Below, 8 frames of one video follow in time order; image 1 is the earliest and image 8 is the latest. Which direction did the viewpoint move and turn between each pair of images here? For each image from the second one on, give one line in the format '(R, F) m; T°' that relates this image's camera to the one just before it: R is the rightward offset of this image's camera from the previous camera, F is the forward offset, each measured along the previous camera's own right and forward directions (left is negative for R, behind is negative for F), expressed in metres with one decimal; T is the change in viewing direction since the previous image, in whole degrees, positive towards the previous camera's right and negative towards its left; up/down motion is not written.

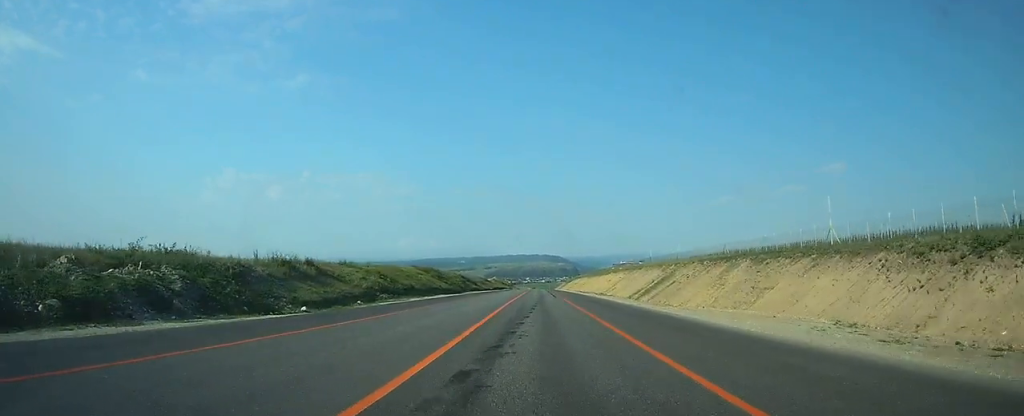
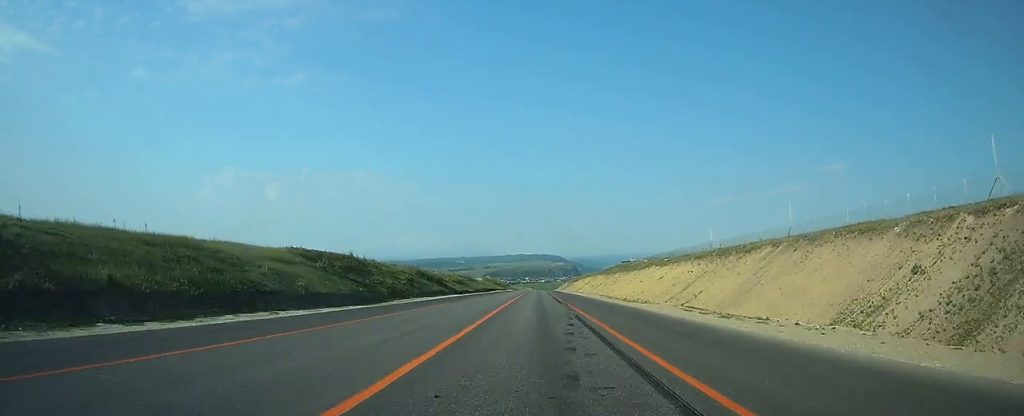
(-0.1, +47.7) m; 0°
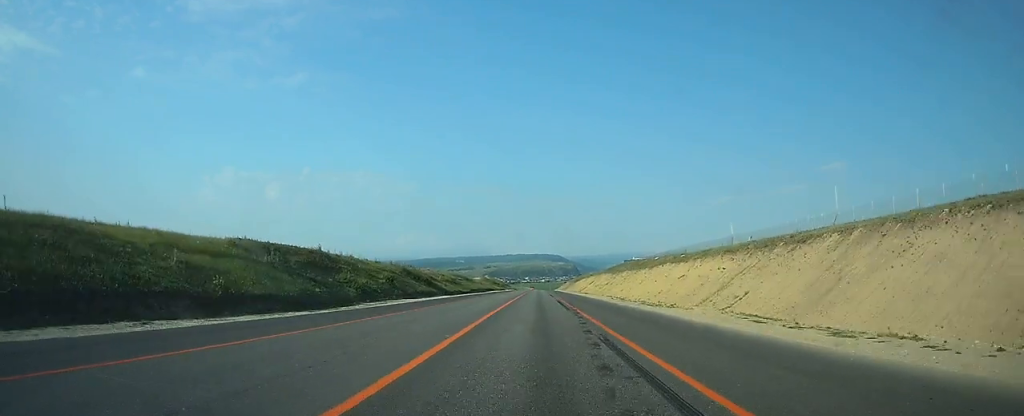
(0.0, +9.4) m; 0°
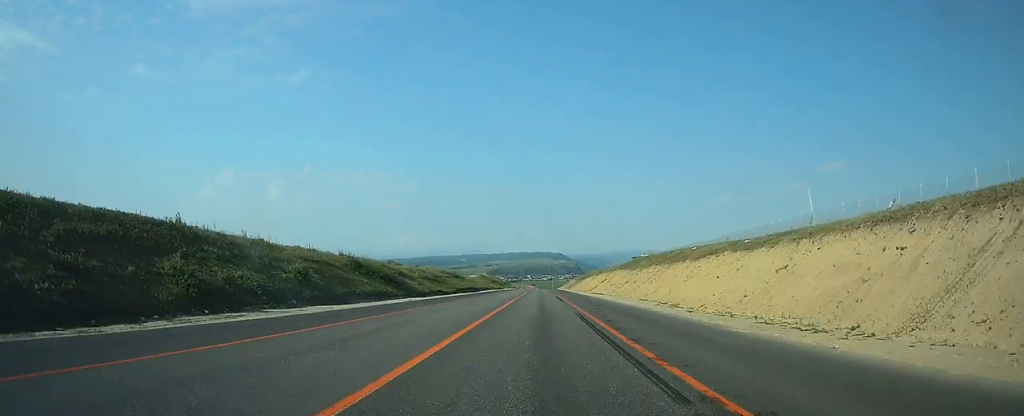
(0.0, +23.0) m; 0°
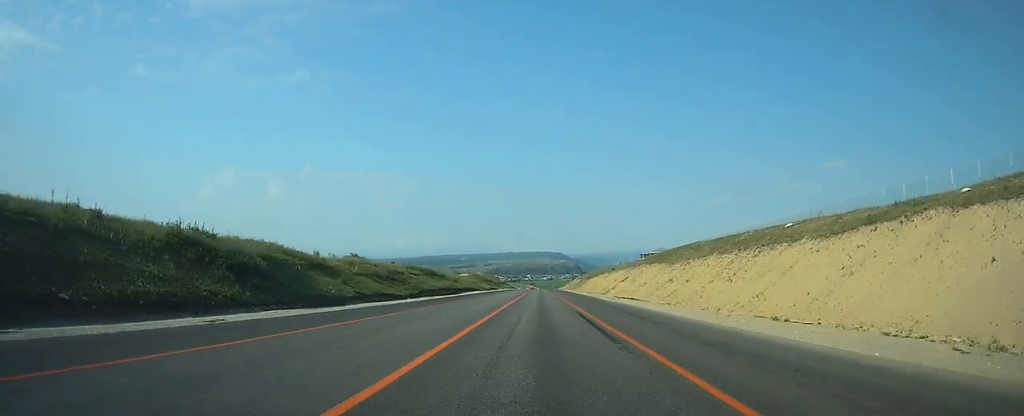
(-0.2, +29.2) m; 0°
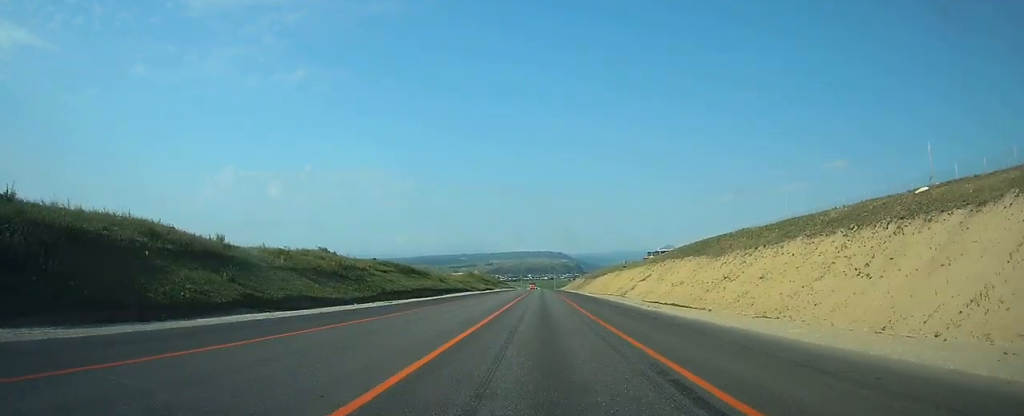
(0.0, +17.7) m; 0°
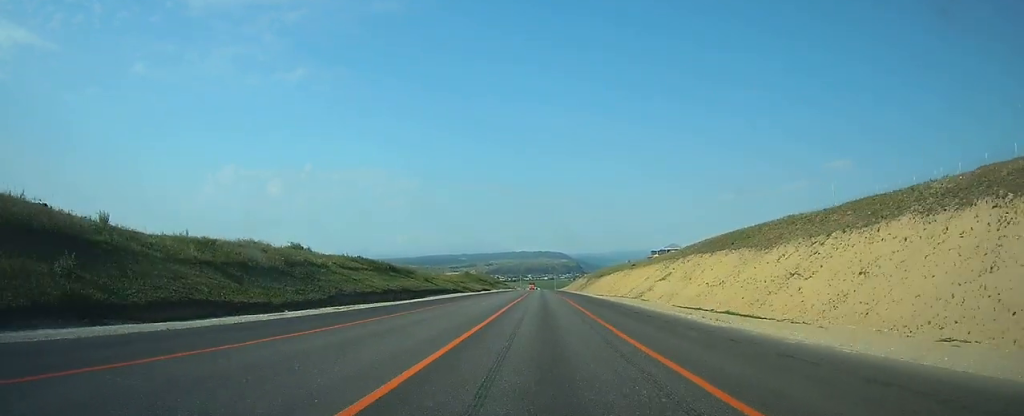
(0.0, +11.6) m; 0°
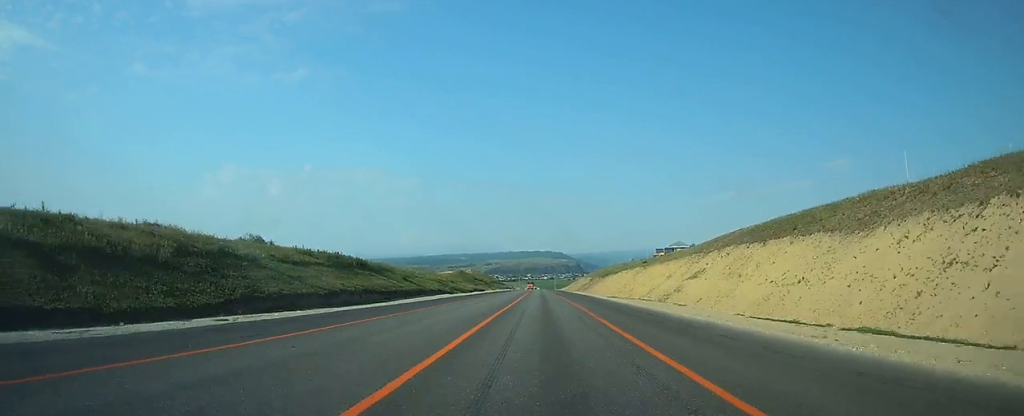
(0.0, +13.0) m; 0°
